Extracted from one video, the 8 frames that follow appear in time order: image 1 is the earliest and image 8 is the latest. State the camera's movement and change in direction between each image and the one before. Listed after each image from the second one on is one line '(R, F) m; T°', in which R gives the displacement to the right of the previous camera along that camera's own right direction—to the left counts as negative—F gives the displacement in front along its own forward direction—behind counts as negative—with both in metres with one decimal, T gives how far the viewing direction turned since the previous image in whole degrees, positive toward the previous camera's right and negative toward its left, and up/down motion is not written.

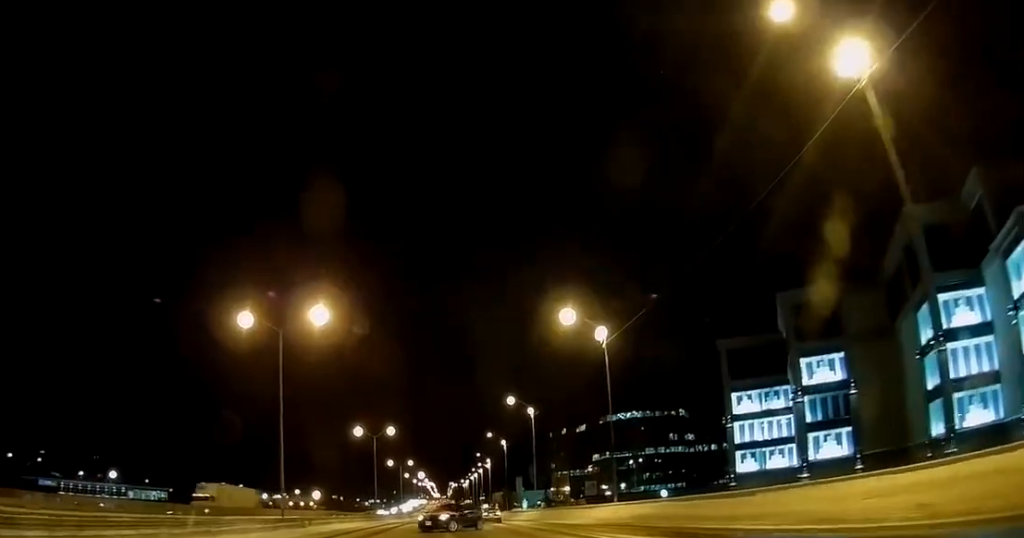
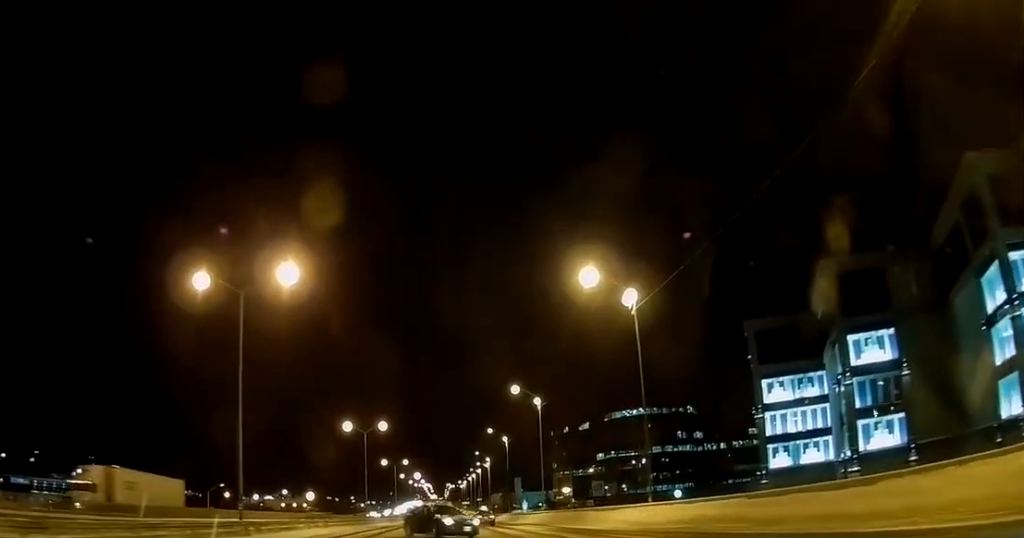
(+0.1, +10.1) m; +1°
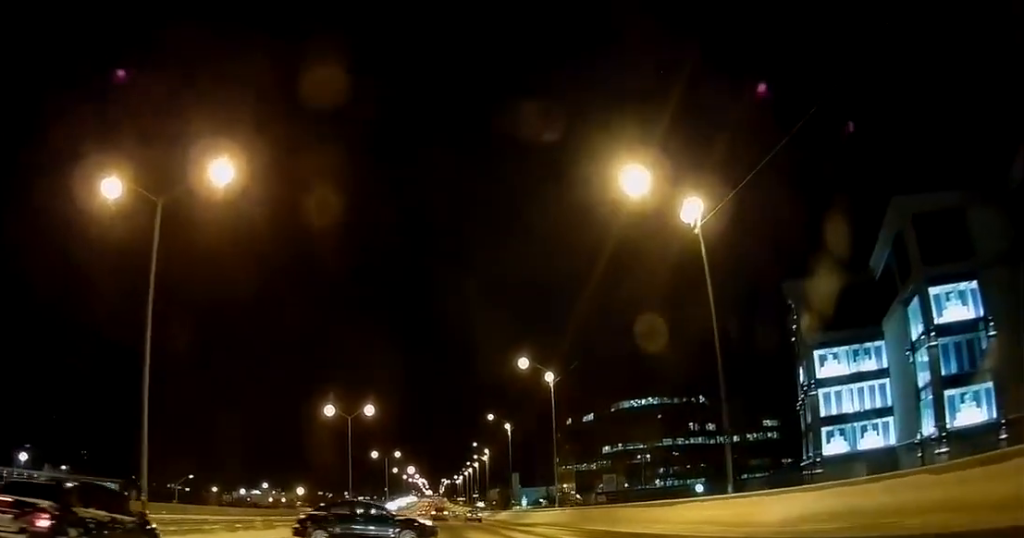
(+0.1, +14.0) m; 0°
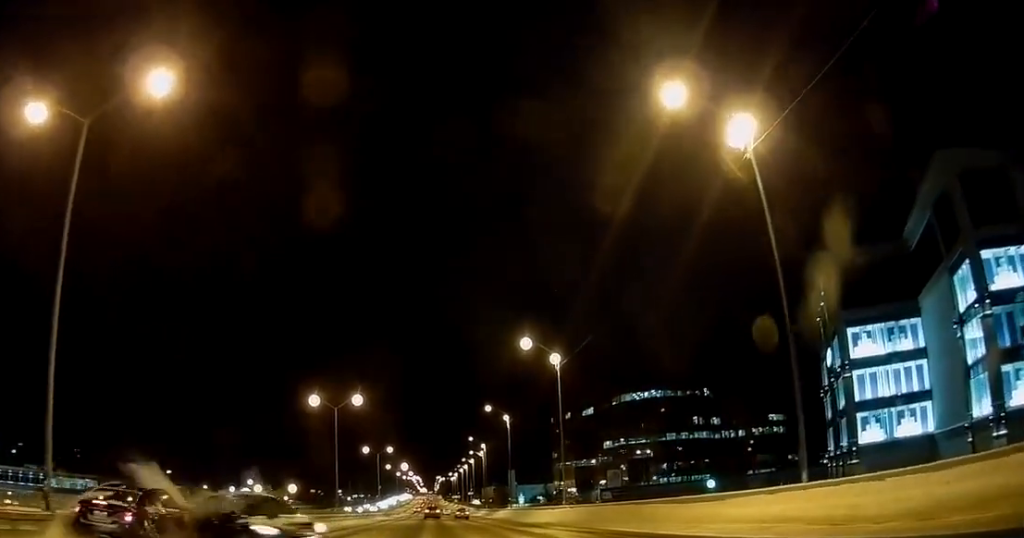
(0.0, +8.2) m; 0°
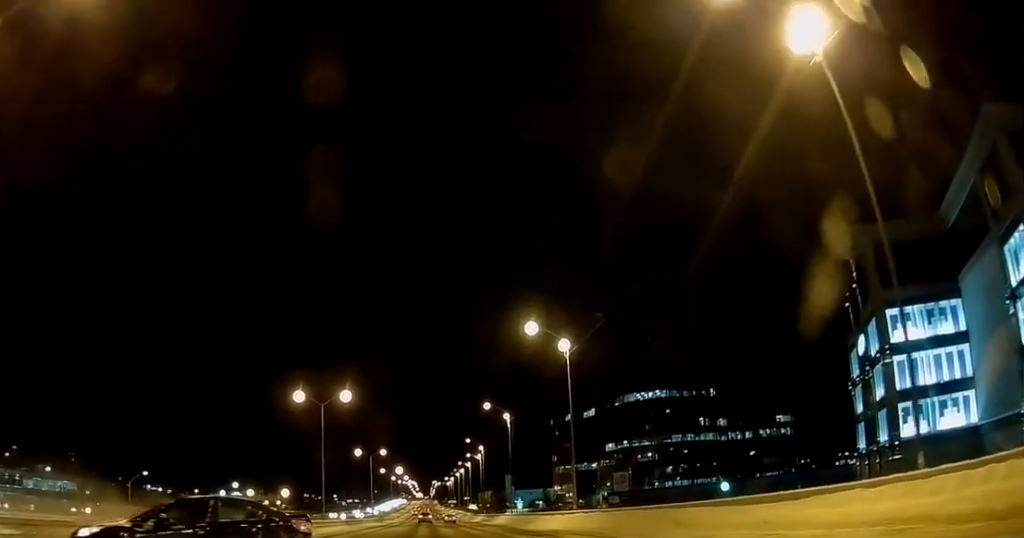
(0.0, +7.6) m; +1°
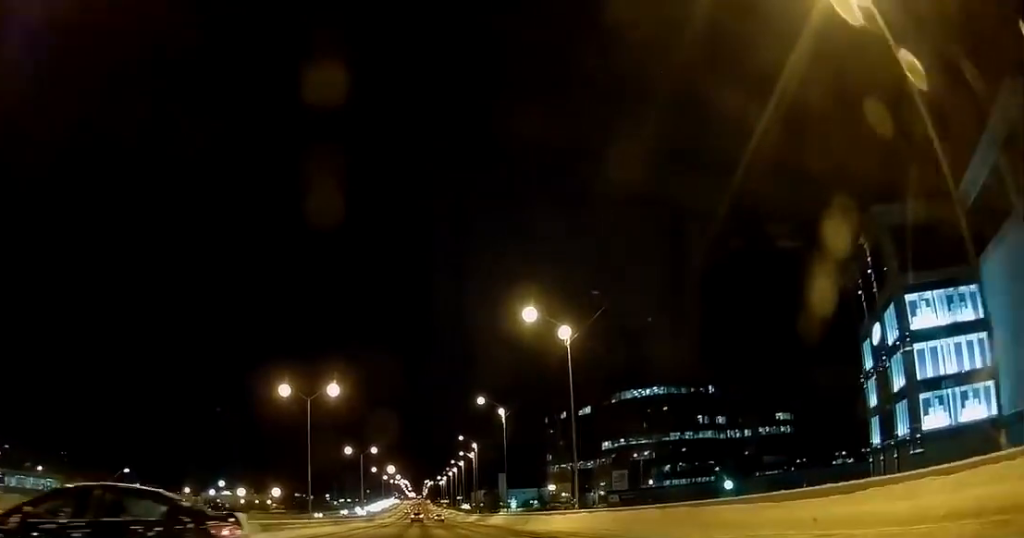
(+0.1, +3.6) m; +1°
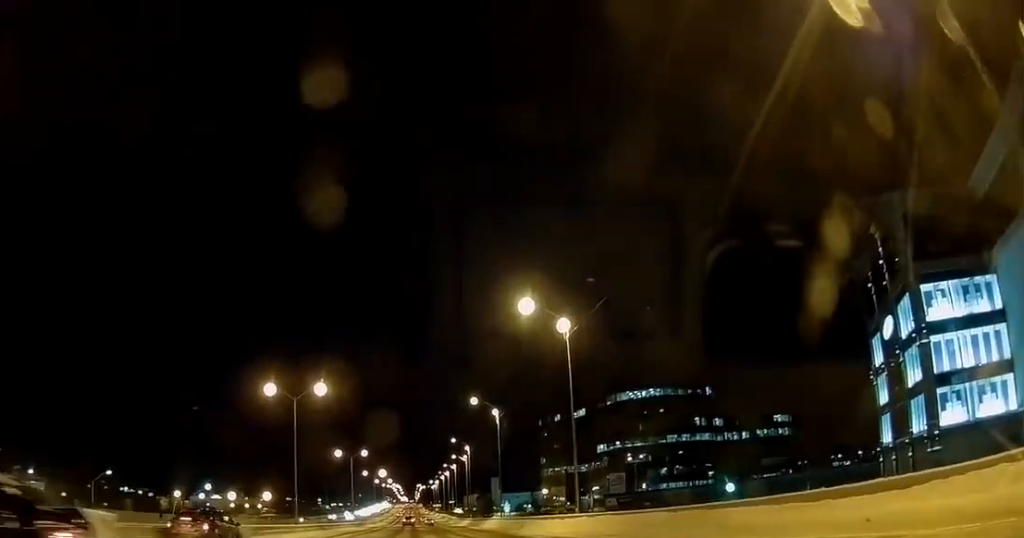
(0.0, +3.0) m; 0°
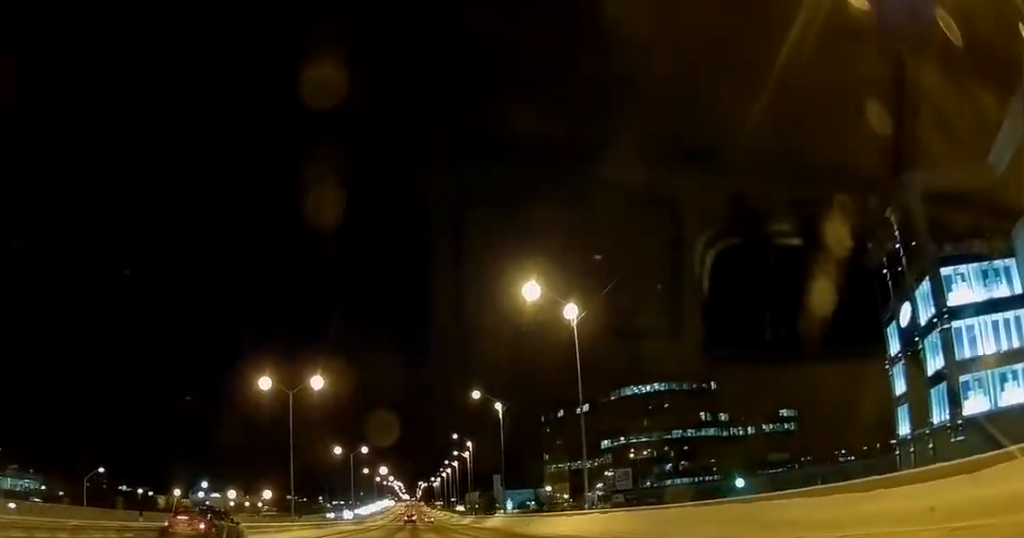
(0.0, +2.4) m; 0°
